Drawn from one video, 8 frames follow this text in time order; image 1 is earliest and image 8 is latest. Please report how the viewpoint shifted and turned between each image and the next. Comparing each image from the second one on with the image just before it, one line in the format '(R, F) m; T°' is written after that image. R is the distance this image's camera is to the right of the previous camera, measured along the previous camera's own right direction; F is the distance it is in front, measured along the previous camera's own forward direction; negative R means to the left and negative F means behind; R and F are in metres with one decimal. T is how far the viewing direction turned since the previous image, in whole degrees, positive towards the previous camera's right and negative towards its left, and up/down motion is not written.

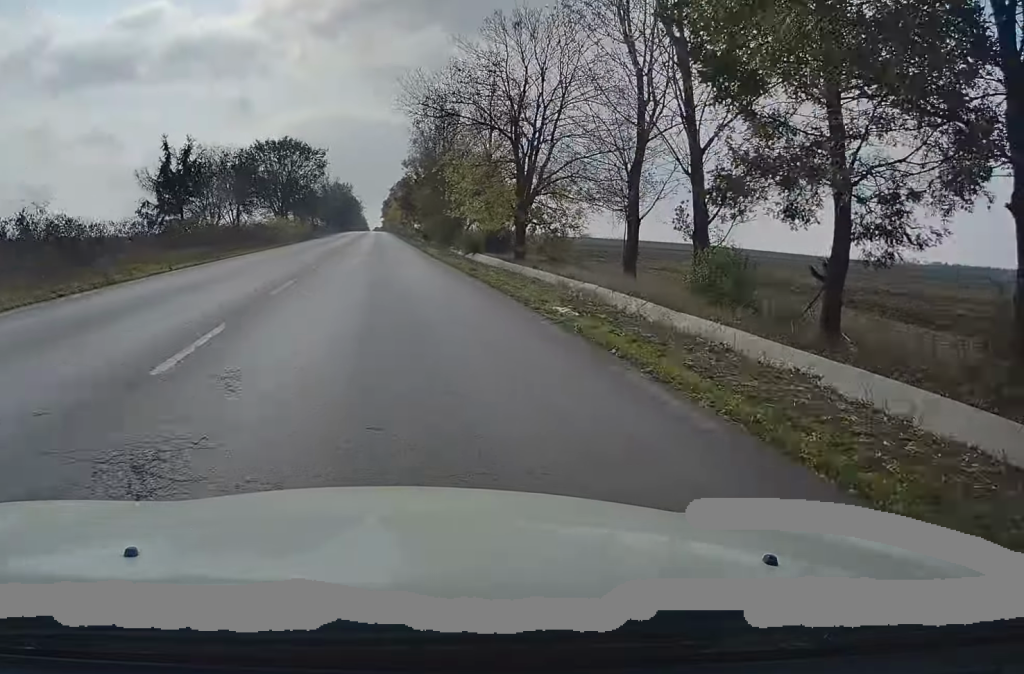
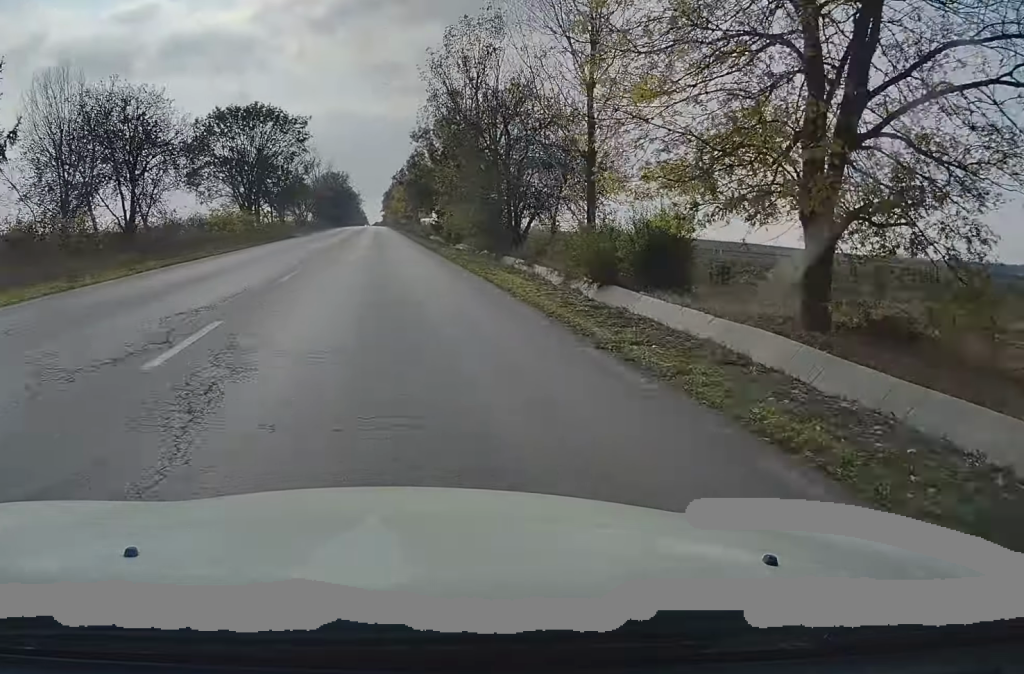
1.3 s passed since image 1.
(0.0, +27.0) m; 0°
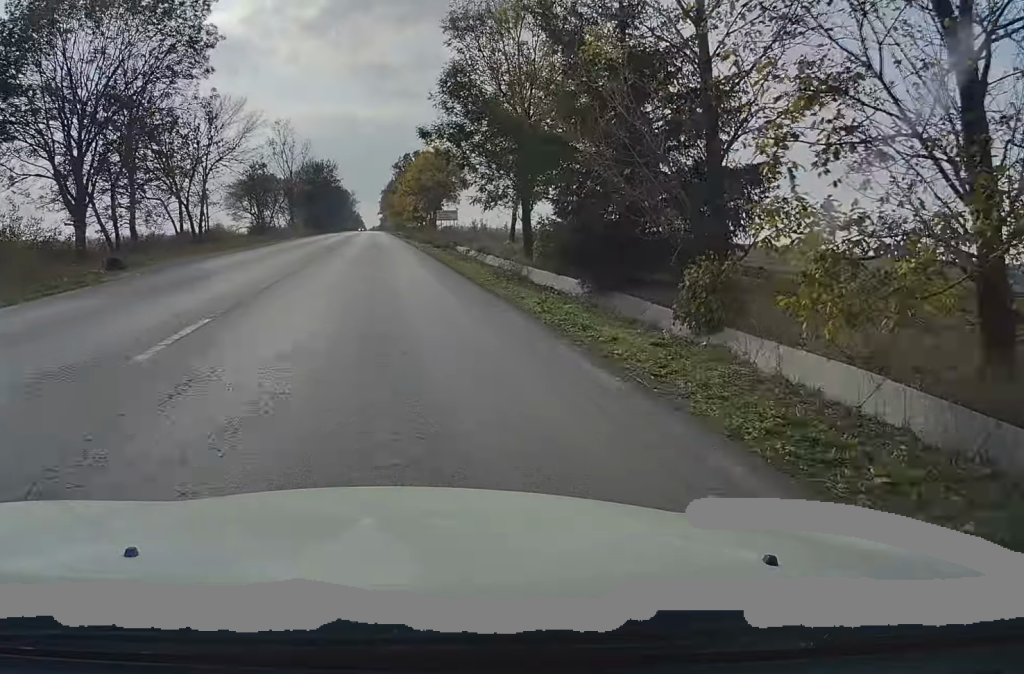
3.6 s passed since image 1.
(+0.3, +44.5) m; +1°
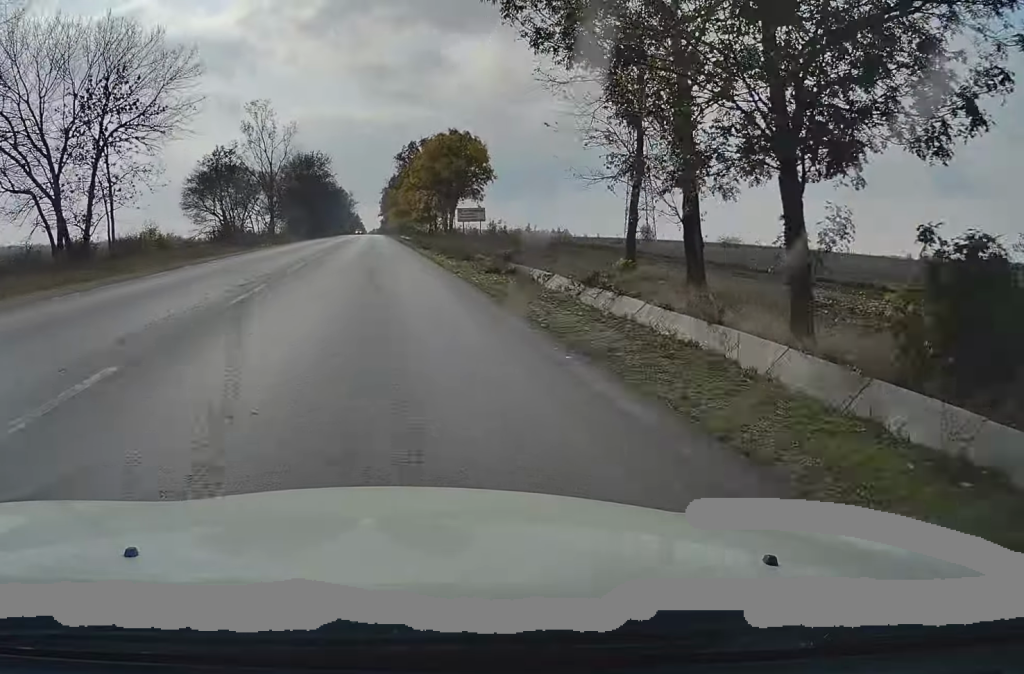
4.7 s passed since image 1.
(-0.2, +21.4) m; -1°
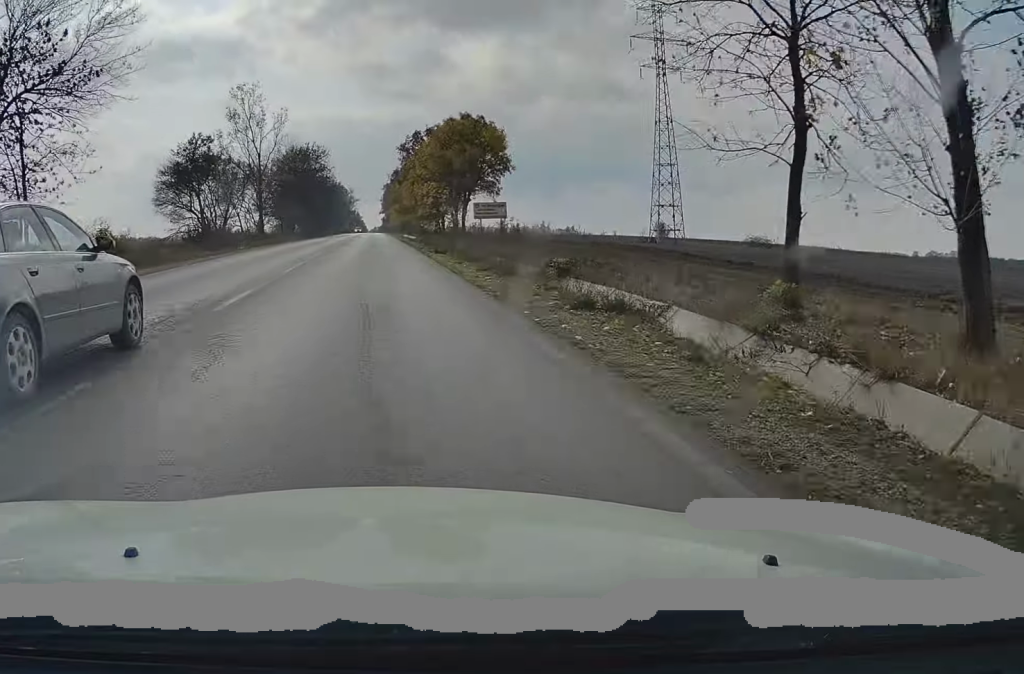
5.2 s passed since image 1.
(-0.1, +9.8) m; 0°
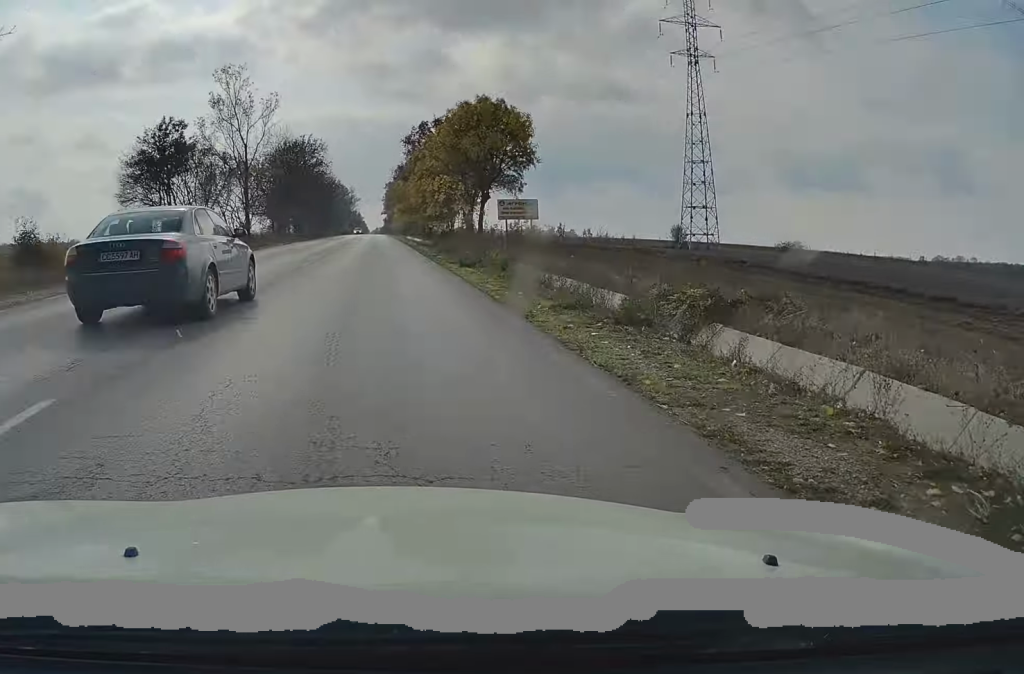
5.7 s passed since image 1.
(0.0, +9.8) m; 0°
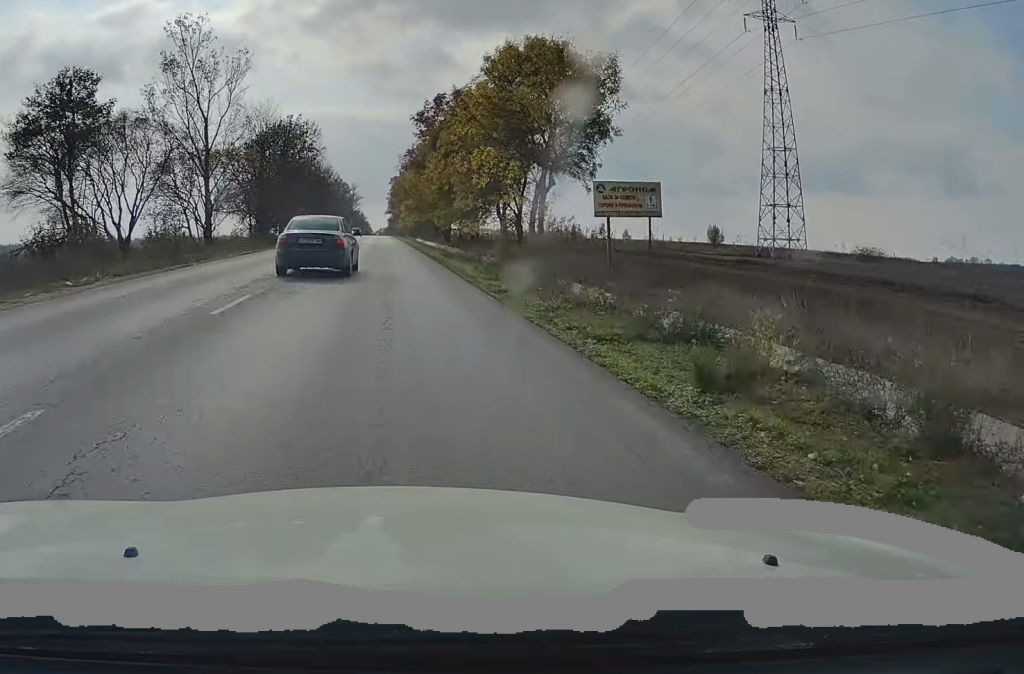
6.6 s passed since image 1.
(+0.1, +18.1) m; 0°
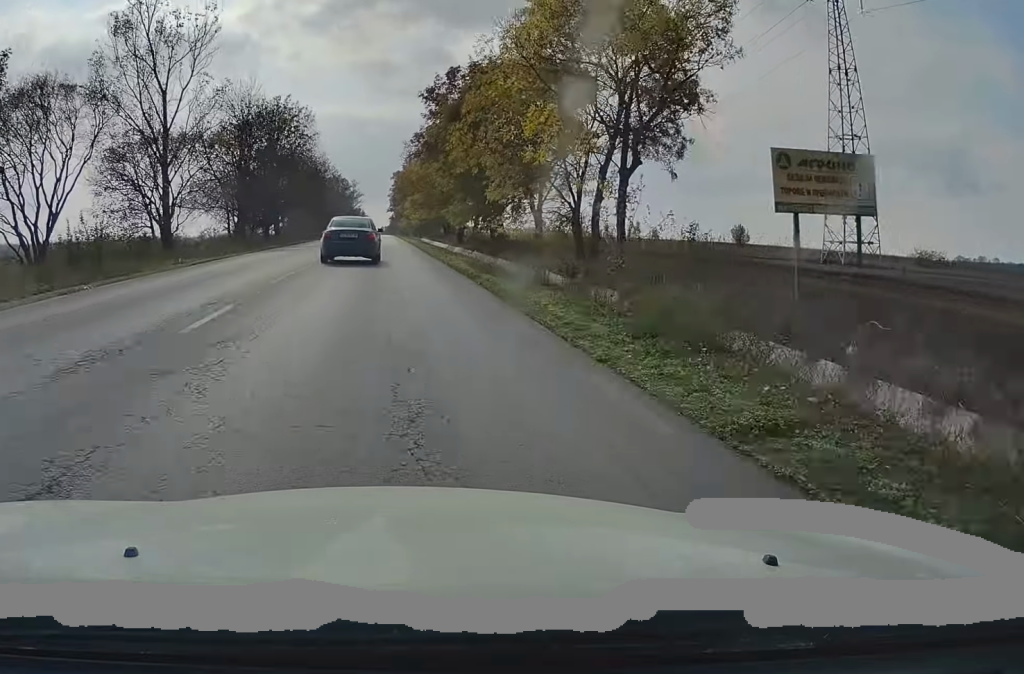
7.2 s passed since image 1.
(-0.1, +11.1) m; 0°
